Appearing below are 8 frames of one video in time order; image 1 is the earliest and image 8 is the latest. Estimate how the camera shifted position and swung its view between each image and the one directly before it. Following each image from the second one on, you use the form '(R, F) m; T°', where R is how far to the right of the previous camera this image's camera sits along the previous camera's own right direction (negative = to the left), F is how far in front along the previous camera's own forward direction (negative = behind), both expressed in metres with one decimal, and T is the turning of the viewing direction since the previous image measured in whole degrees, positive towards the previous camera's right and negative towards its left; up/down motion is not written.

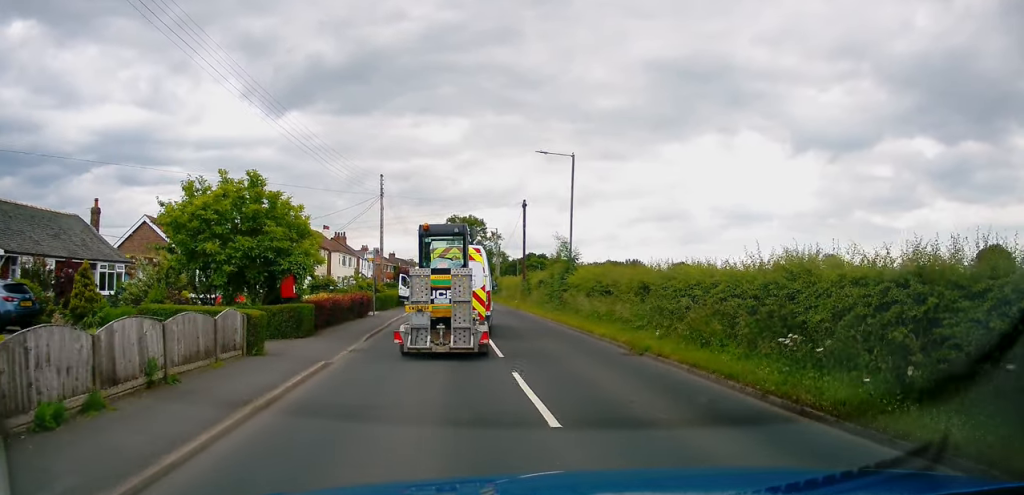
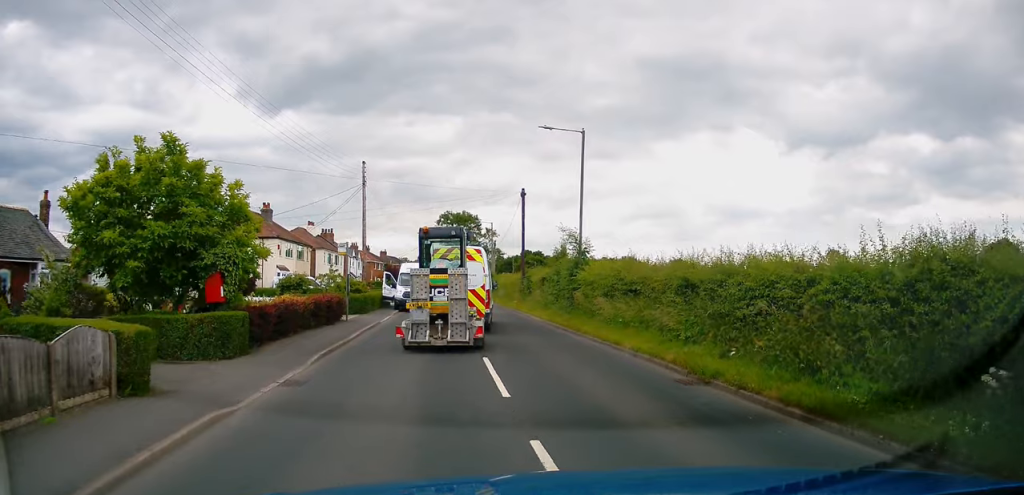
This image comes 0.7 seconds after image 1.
(+0.1, +4.4) m; +1°
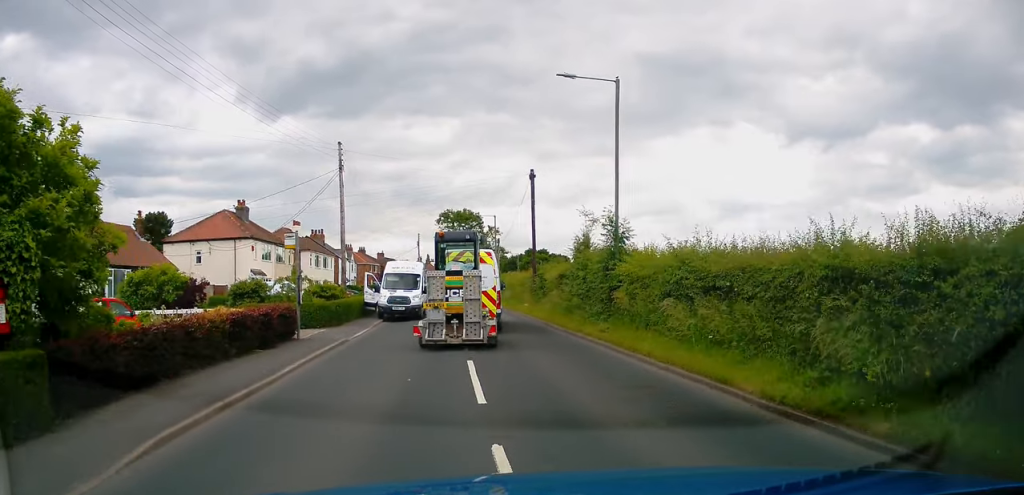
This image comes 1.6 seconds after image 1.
(0.0, +6.4) m; -1°
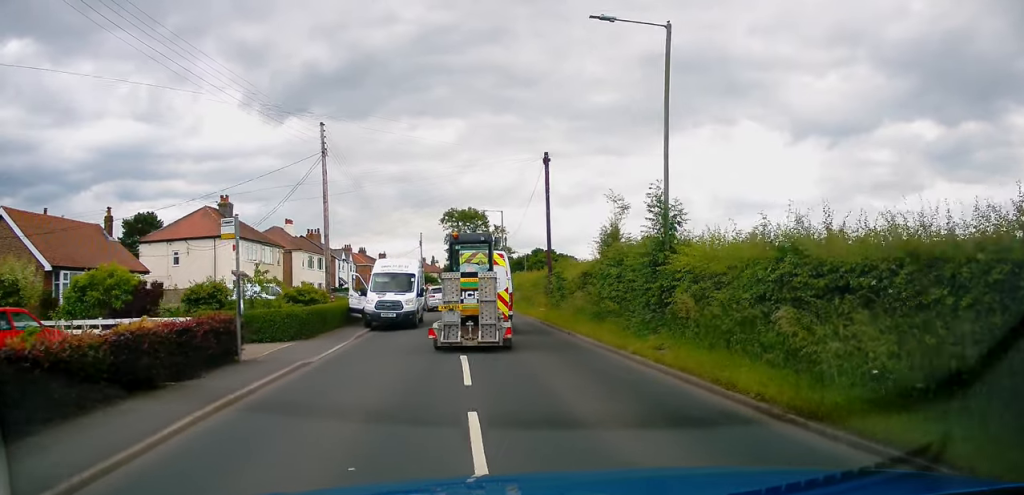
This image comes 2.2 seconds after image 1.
(-0.1, +4.7) m; -1°
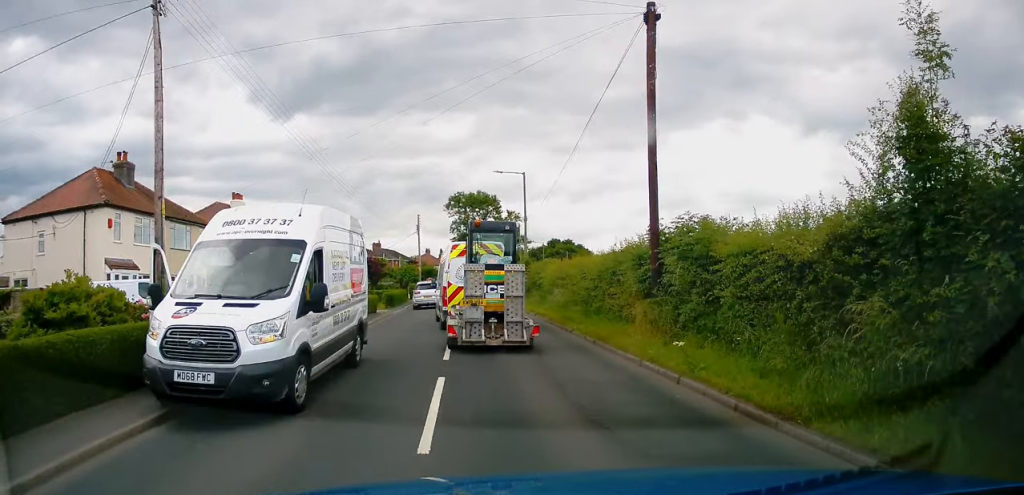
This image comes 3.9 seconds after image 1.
(-0.2, +15.3) m; -1°
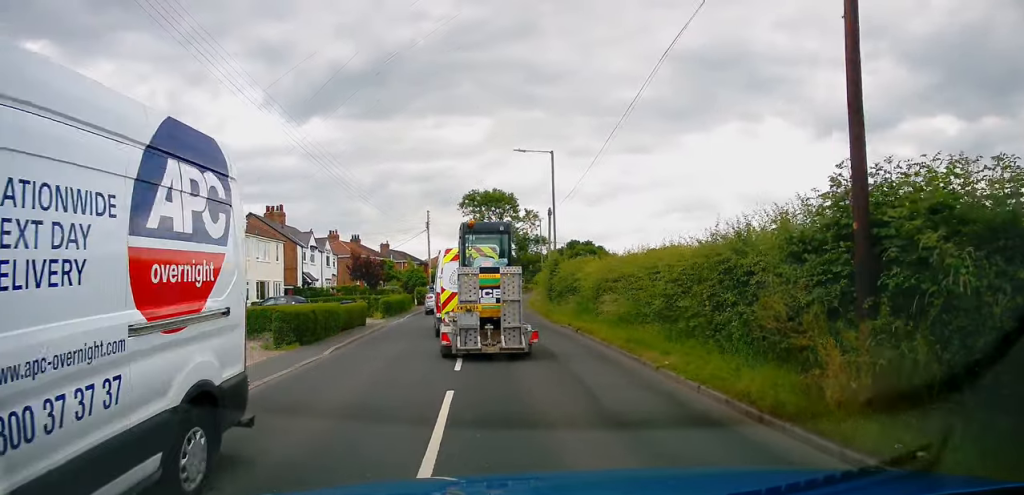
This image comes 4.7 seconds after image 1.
(0.0, +7.0) m; 0°
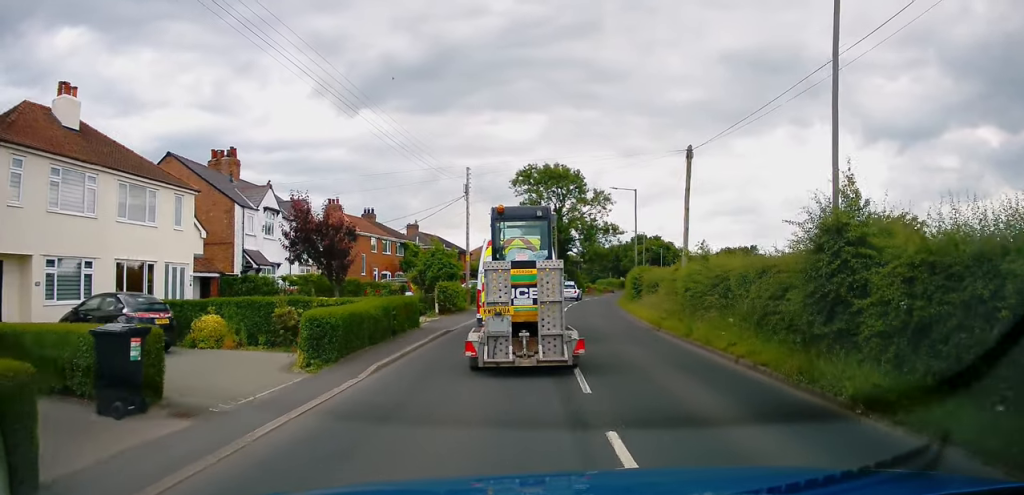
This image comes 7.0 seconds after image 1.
(-1.4, +20.3) m; -6°
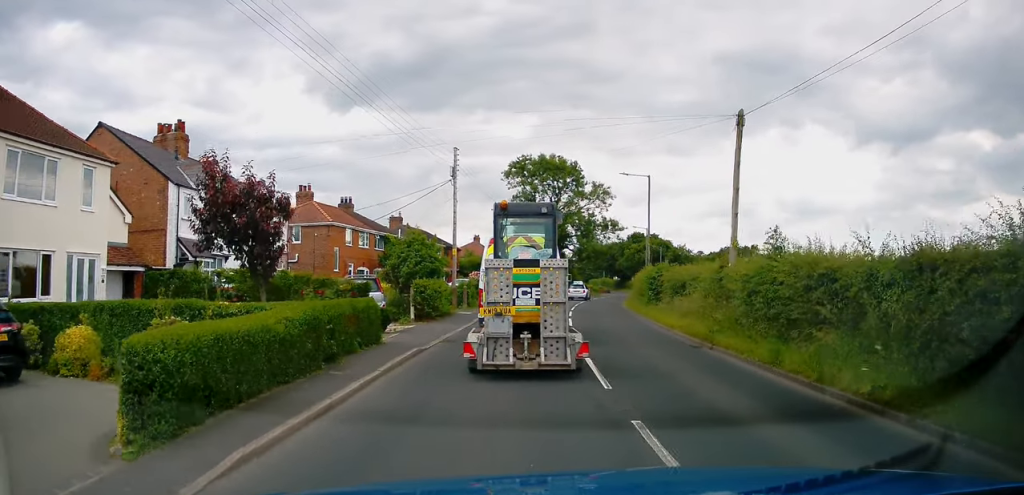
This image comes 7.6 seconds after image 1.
(+0.1, +5.4) m; +1°
